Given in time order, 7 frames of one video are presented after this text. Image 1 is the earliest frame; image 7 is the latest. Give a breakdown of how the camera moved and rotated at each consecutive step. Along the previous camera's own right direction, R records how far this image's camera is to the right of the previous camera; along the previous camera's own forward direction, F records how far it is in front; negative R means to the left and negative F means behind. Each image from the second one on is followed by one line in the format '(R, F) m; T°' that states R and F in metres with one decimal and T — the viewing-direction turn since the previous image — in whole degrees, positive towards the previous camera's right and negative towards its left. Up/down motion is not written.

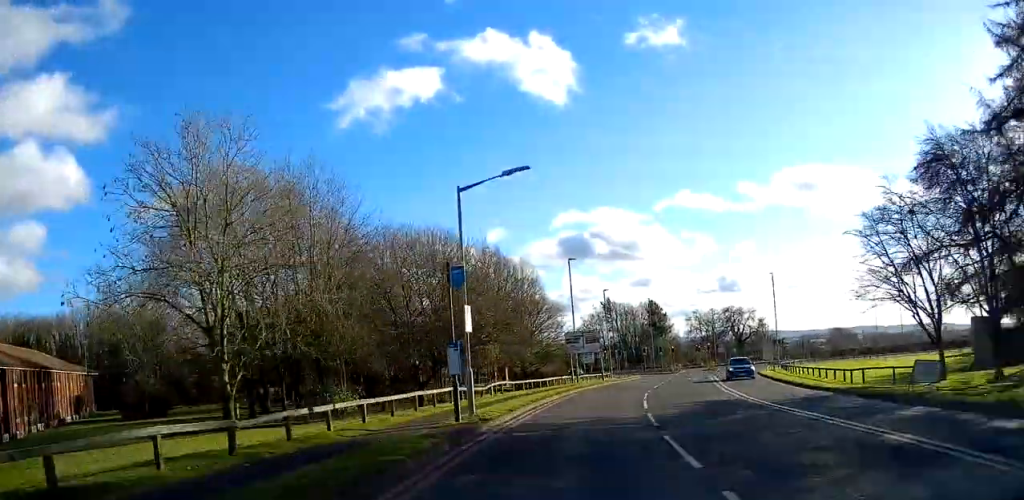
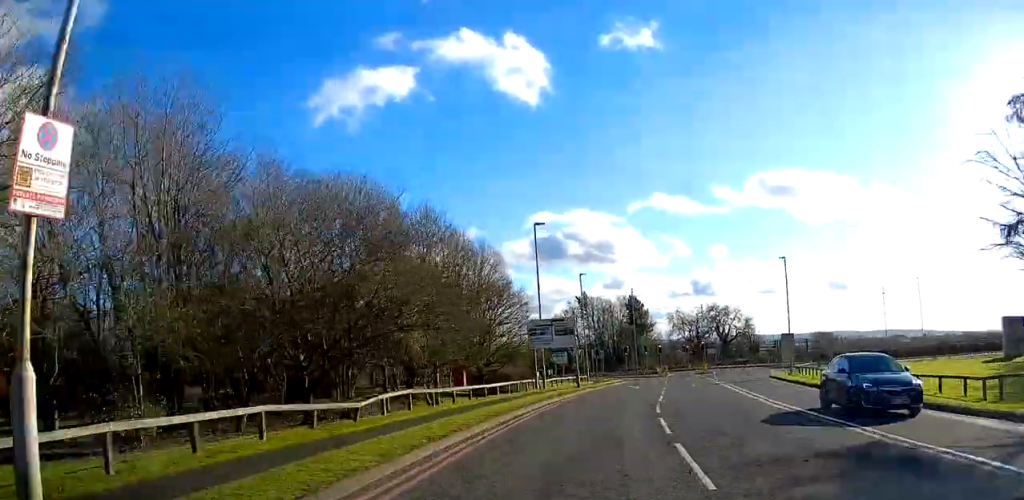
(+0.2, +14.5) m; +2°
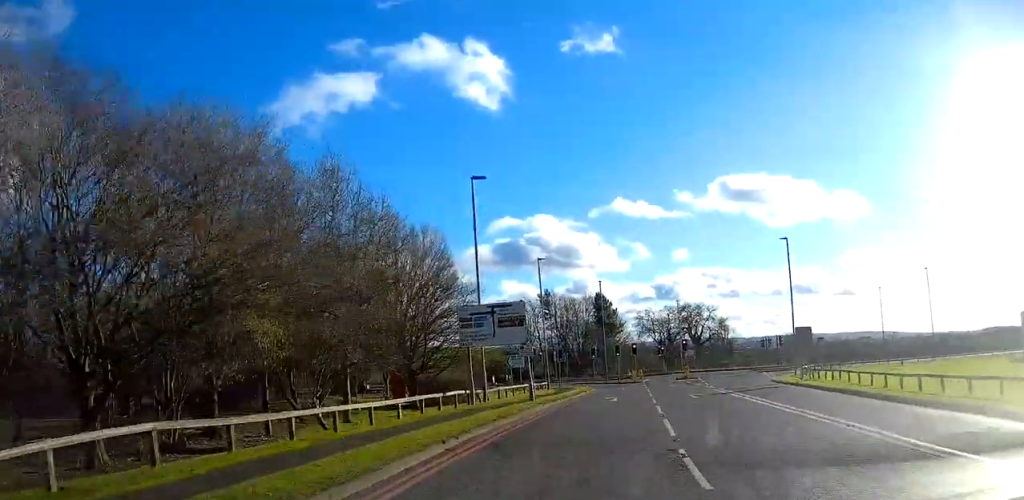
(+0.2, +11.7) m; +3°
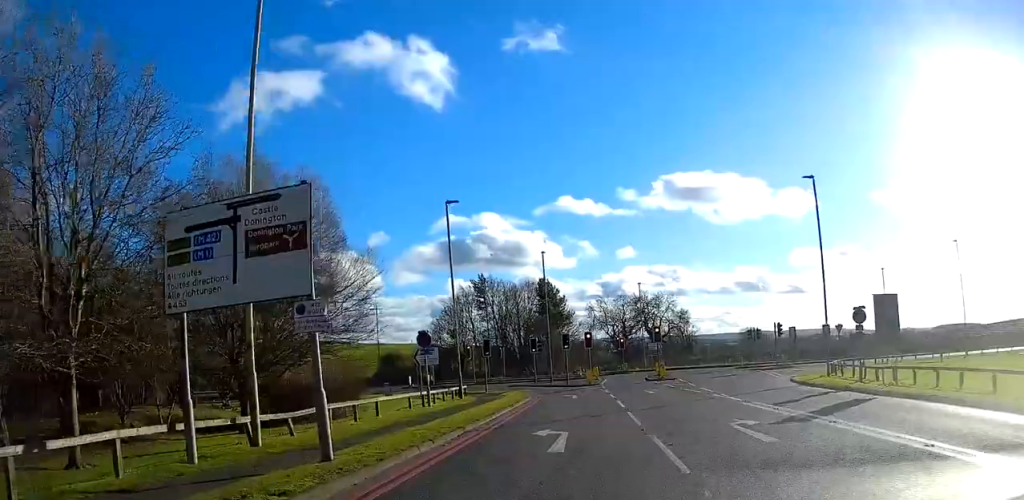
(+0.5, +17.1) m; +3°
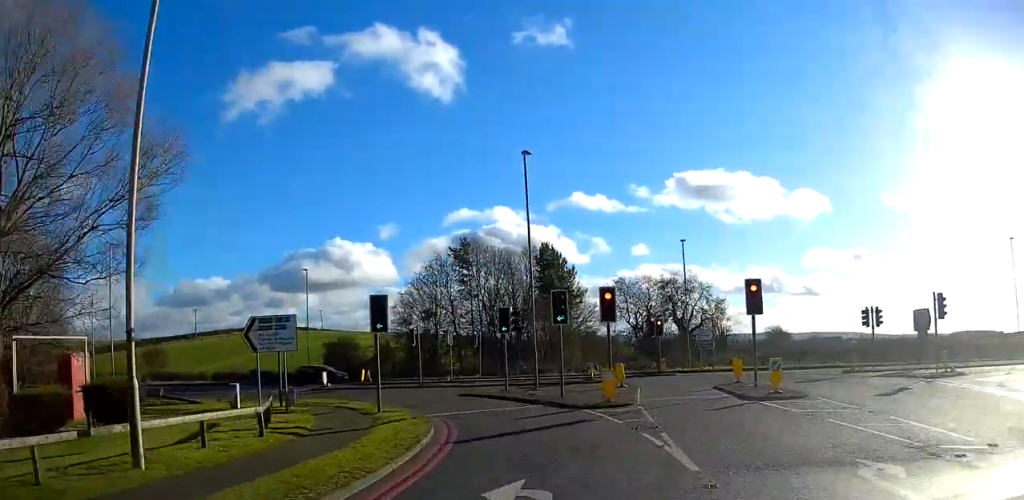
(+0.3, +24.4) m; -2°
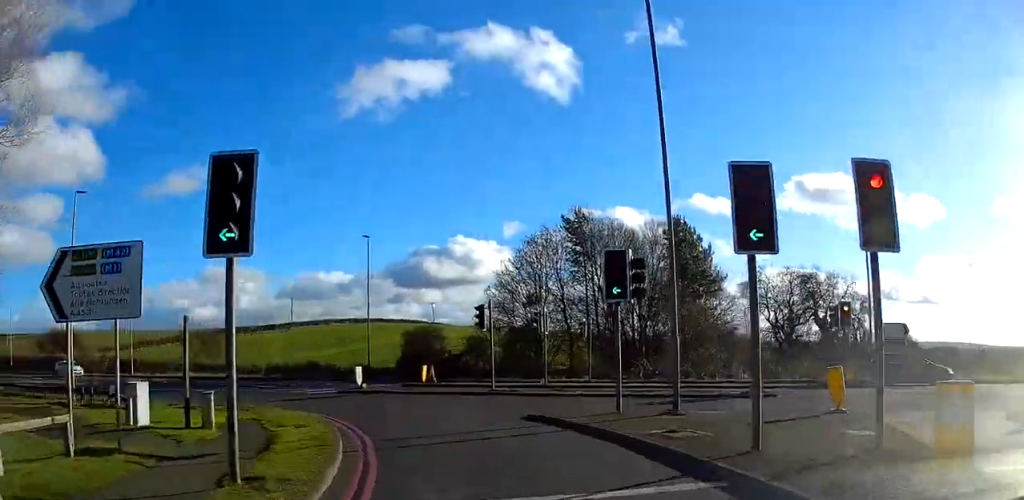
(-0.9, +14.0) m; -12°
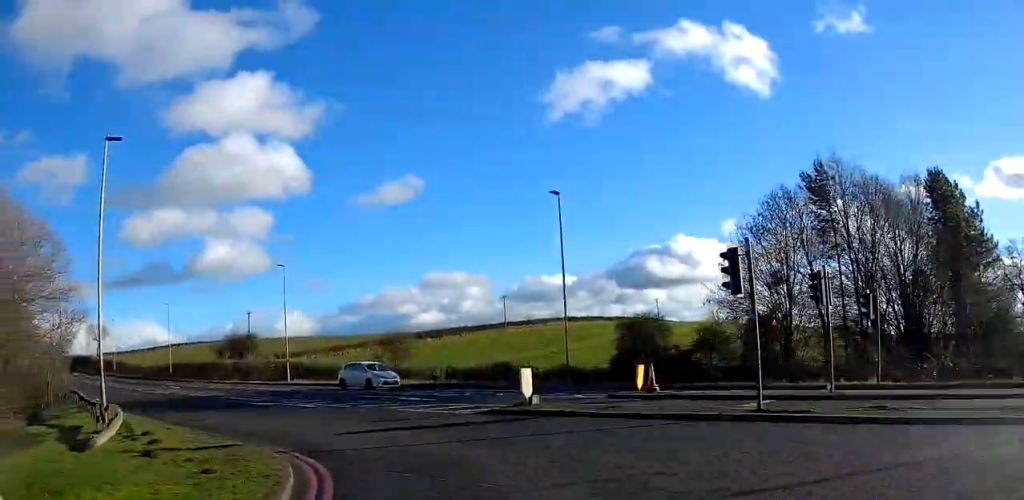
(-1.6, +11.9) m; -19°
